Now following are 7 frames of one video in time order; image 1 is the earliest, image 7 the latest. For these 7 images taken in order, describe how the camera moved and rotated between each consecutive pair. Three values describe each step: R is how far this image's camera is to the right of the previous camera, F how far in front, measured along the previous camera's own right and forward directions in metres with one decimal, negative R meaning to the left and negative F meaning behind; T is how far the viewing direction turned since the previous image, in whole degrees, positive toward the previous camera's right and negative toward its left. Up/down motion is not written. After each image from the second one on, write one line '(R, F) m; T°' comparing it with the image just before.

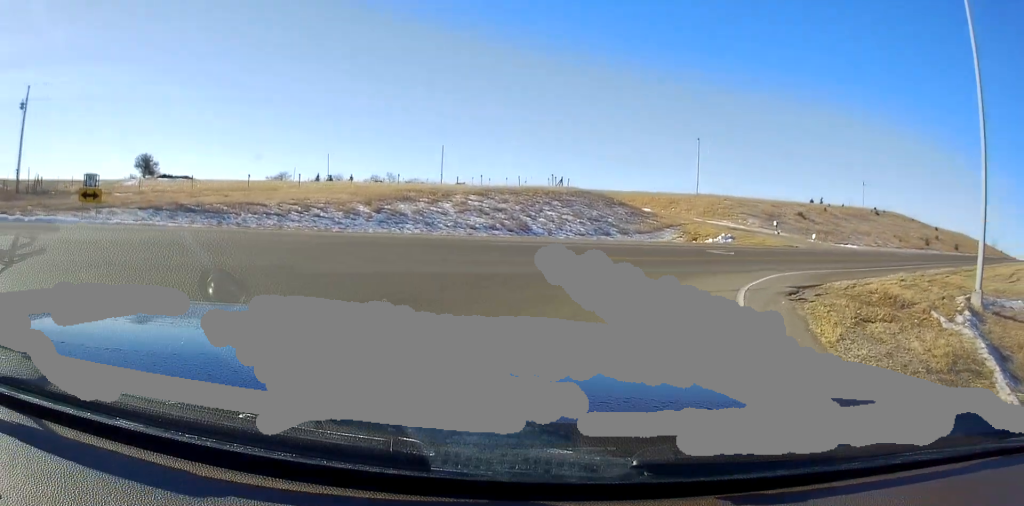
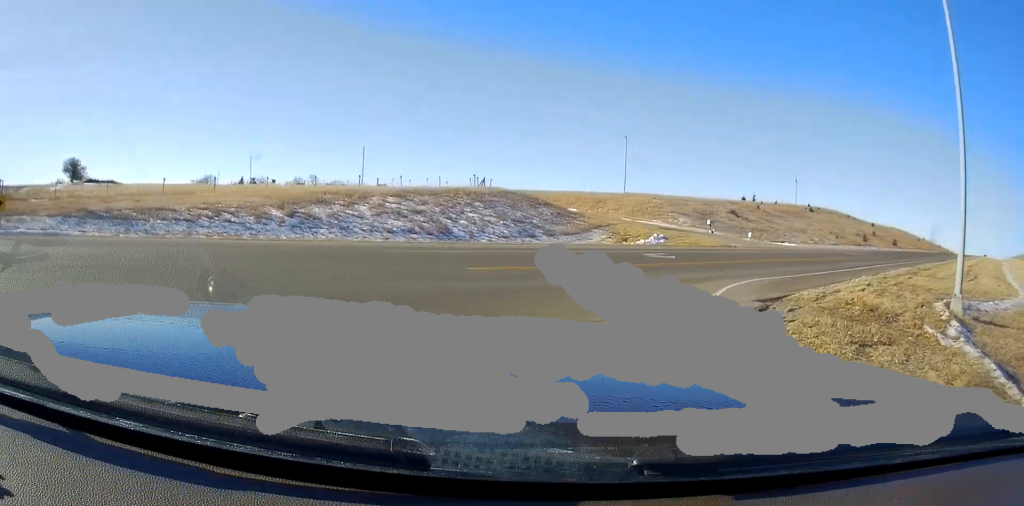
(+0.2, +2.5) m; +12°
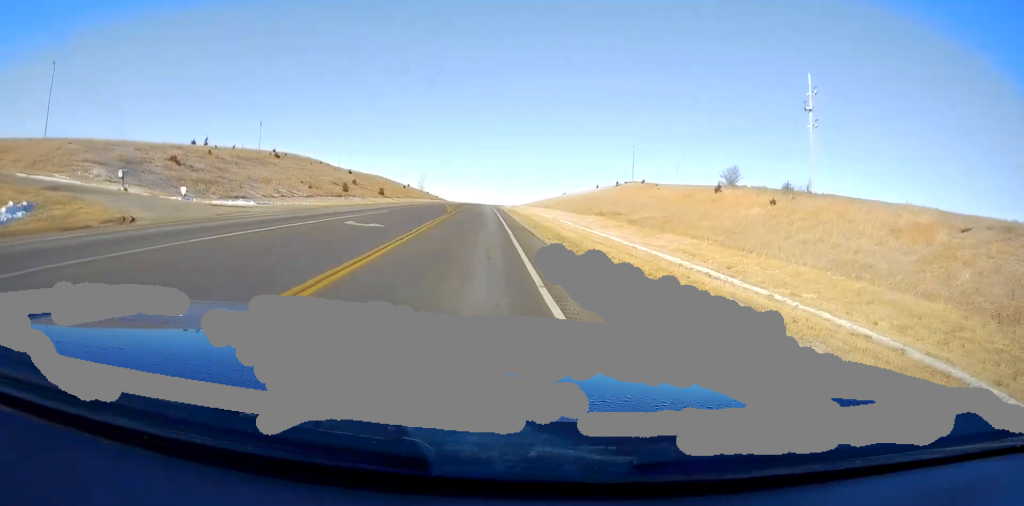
(+8.5, +13.5) m; +50°
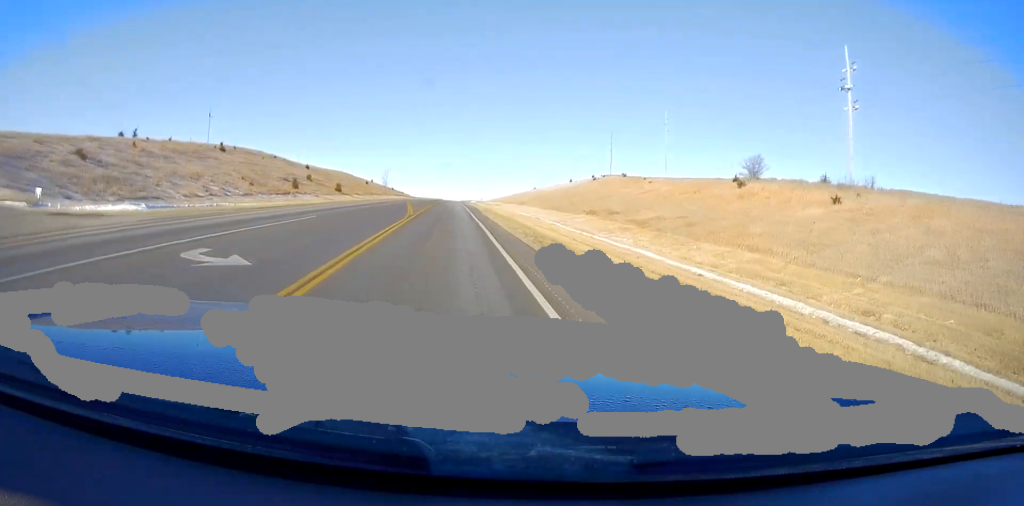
(+0.9, +9.8) m; +7°
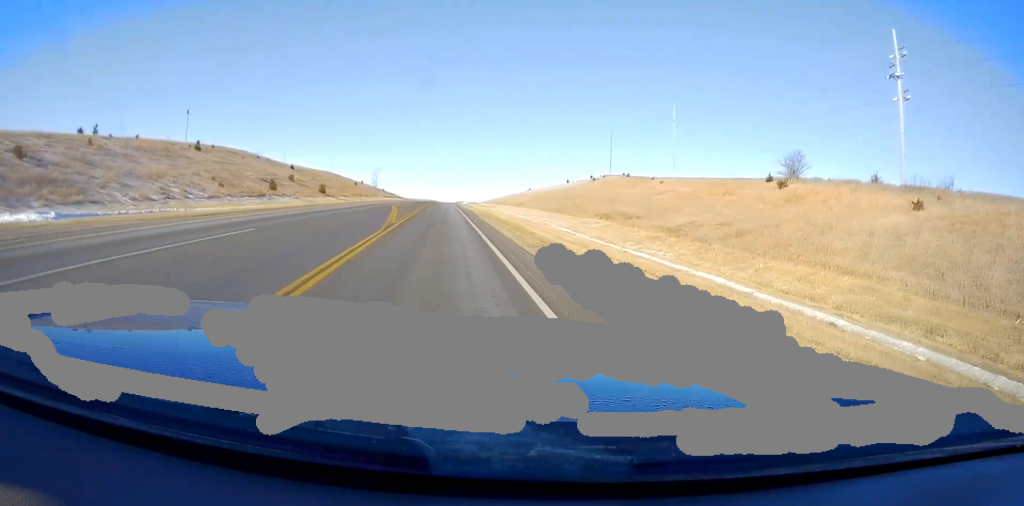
(+0.1, +6.9) m; +1°
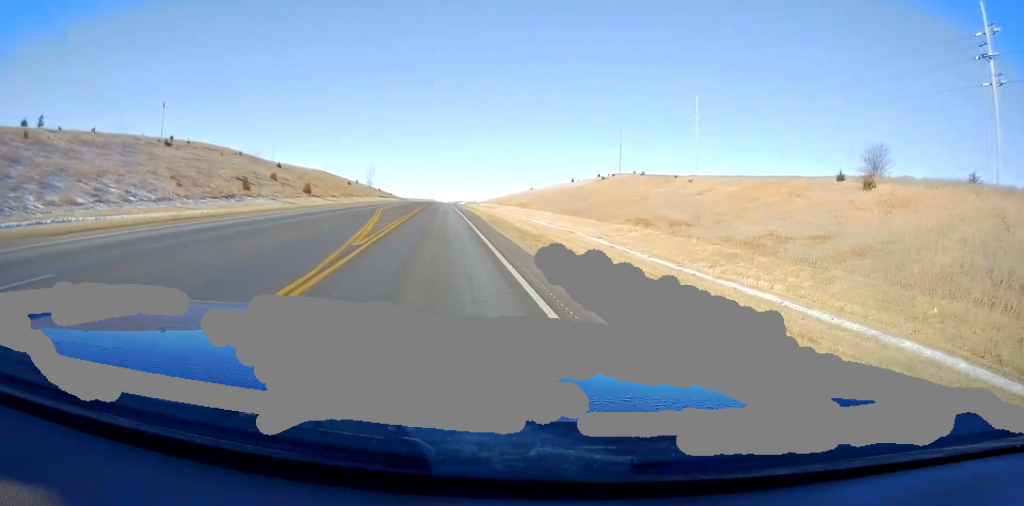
(0.0, +9.3) m; +1°
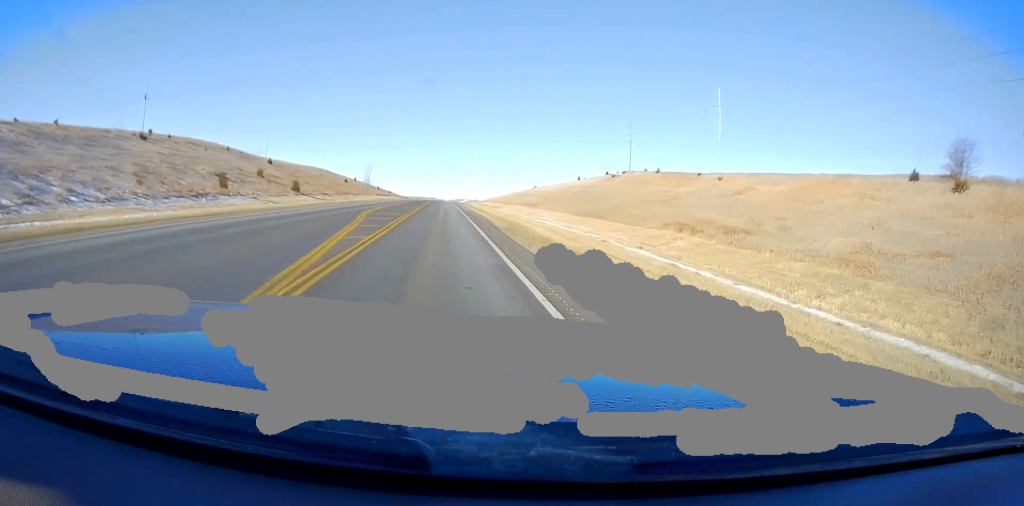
(-0.1, +7.1) m; +1°
